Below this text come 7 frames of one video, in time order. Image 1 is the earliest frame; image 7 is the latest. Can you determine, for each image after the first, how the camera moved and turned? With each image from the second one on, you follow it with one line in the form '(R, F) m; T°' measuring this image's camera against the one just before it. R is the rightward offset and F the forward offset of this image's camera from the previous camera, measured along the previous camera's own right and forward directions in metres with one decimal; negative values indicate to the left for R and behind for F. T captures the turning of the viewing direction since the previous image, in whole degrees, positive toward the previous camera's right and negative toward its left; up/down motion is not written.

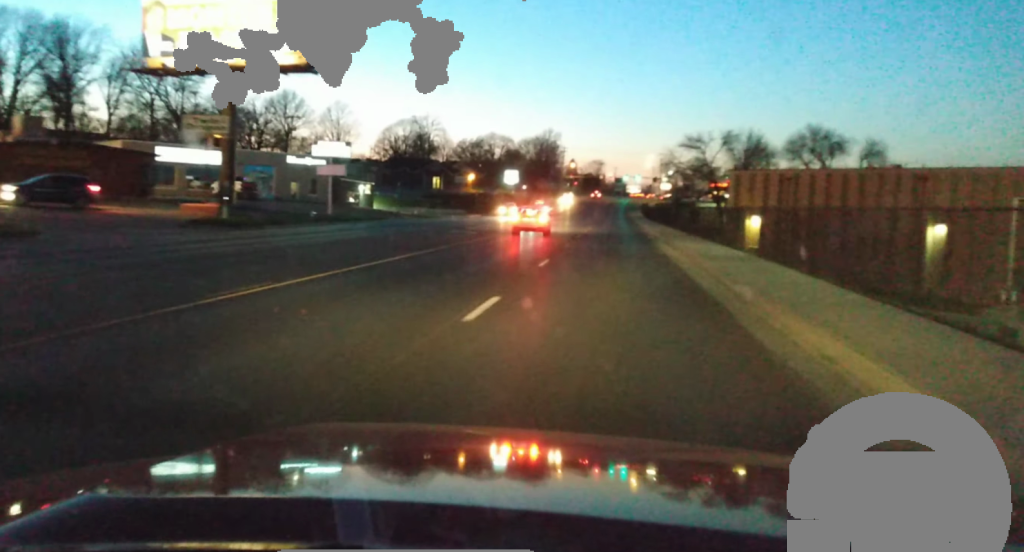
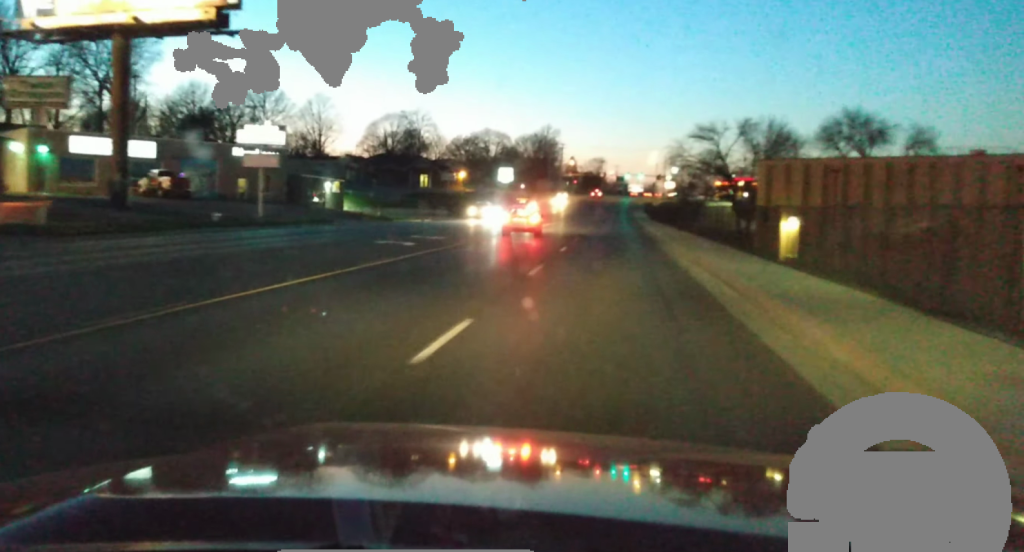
(-0.1, +15.9) m; 0°
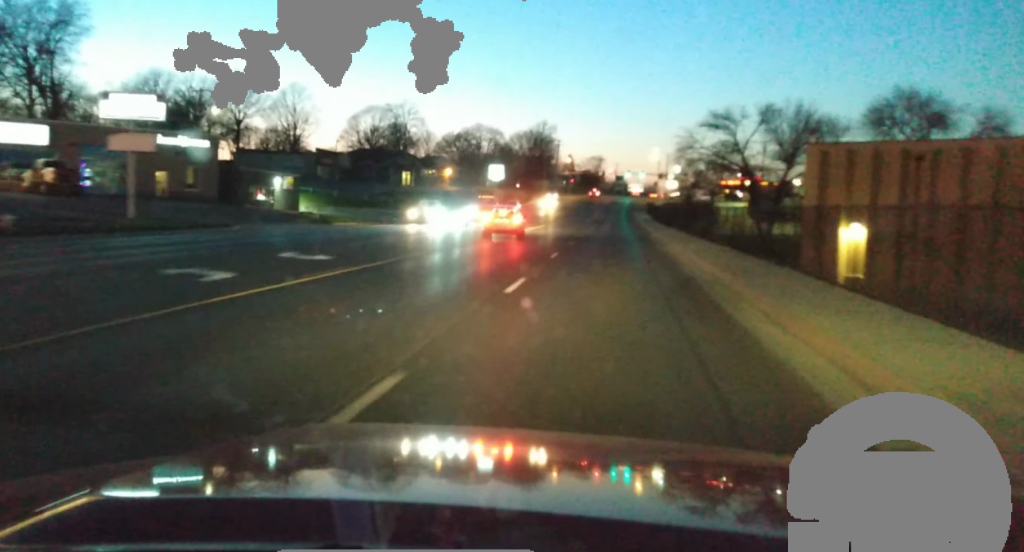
(+0.1, +16.5) m; -1°
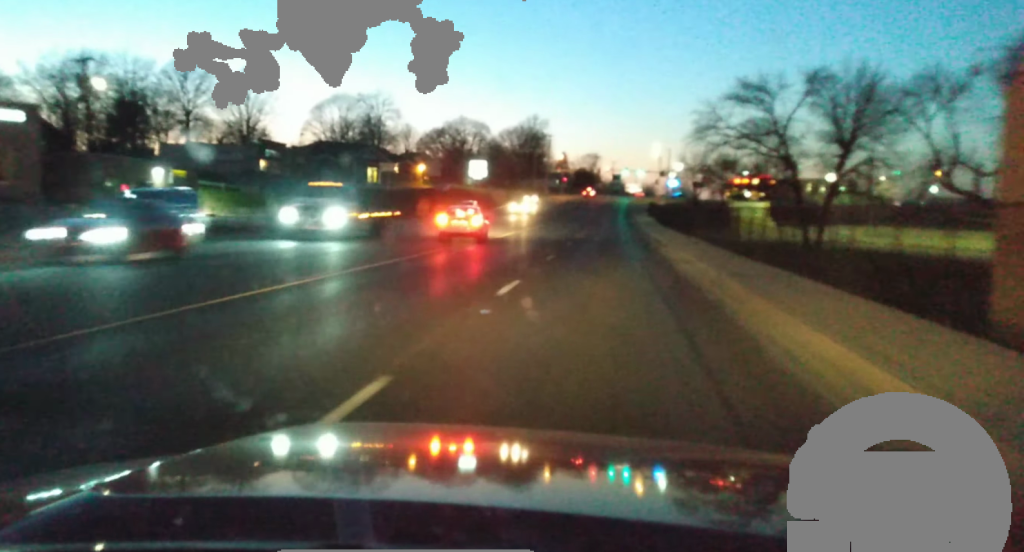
(-0.9, +24.5) m; -1°
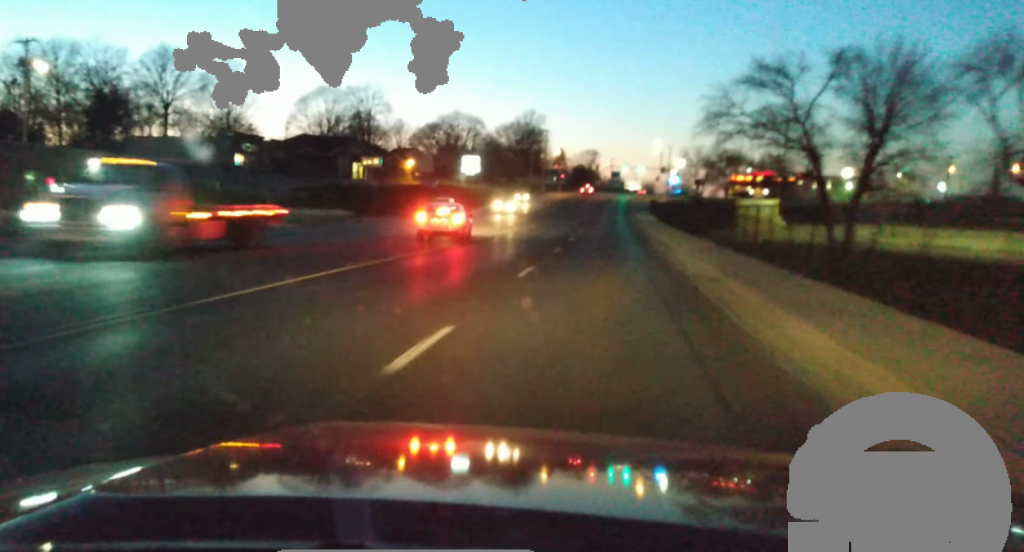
(+0.1, +8.2) m; 0°
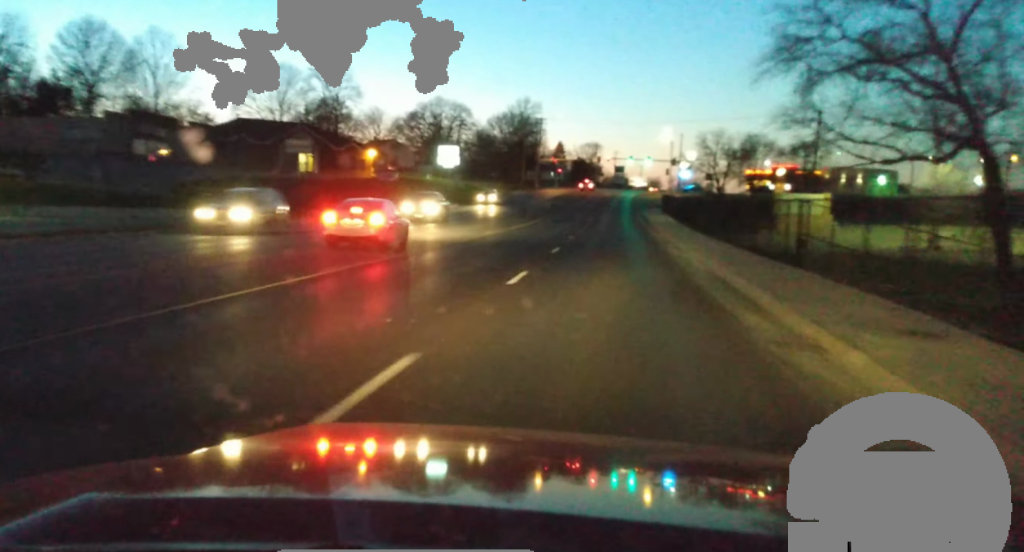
(+0.3, +25.7) m; 0°
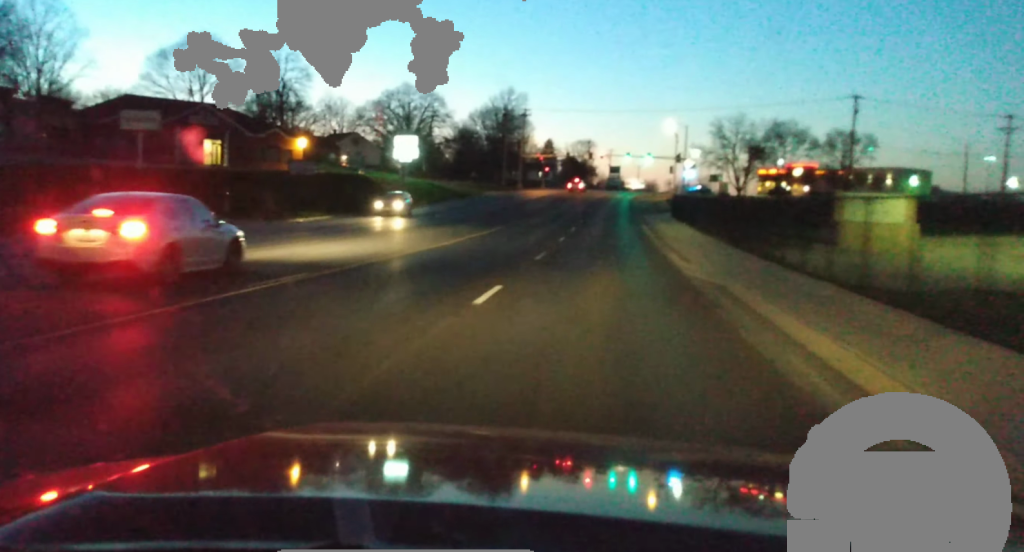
(+0.3, +27.2) m; +2°
